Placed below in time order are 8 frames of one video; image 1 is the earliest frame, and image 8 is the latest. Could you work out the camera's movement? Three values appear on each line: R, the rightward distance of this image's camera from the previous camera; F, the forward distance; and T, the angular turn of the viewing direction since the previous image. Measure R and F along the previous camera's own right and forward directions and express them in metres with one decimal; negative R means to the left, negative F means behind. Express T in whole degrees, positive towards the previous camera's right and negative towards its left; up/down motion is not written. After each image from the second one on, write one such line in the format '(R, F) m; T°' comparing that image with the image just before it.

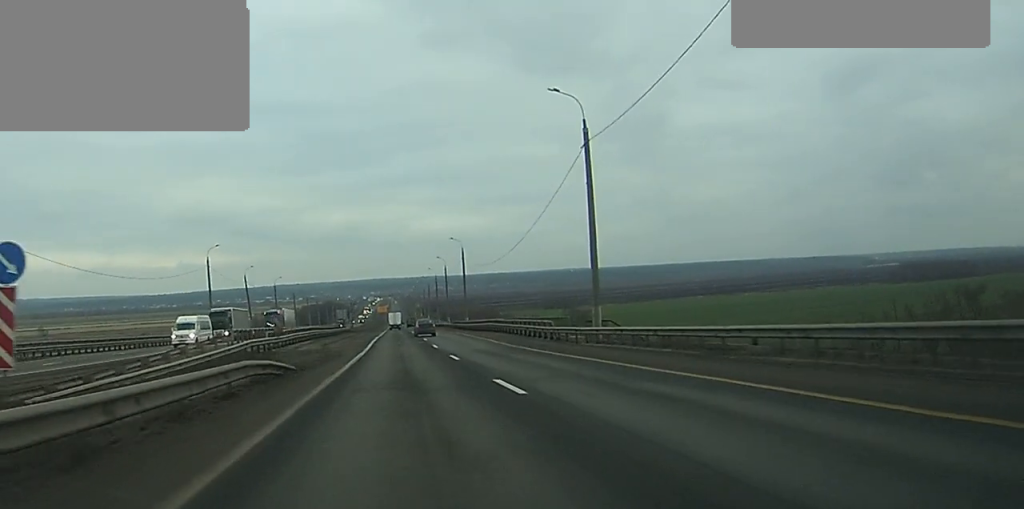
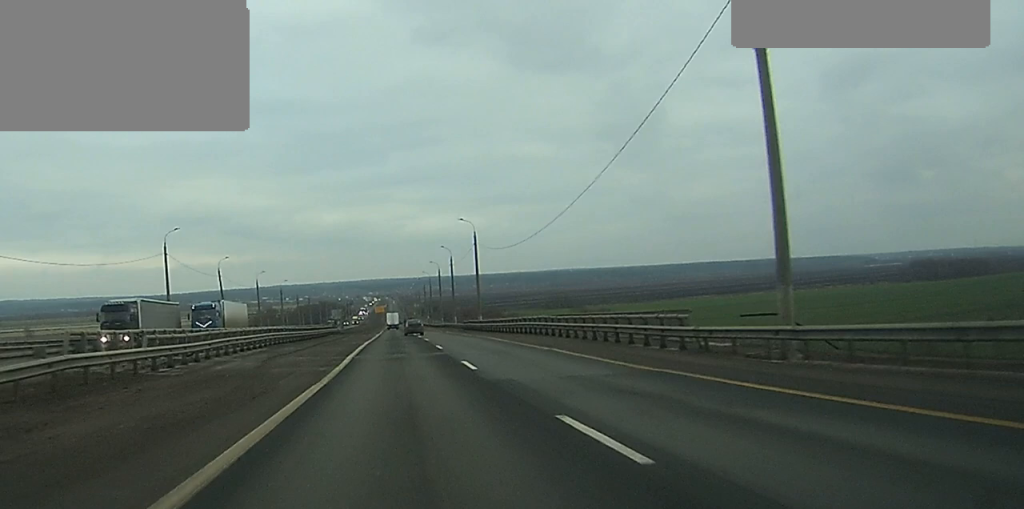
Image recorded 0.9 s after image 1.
(-0.1, +23.8) m; 0°
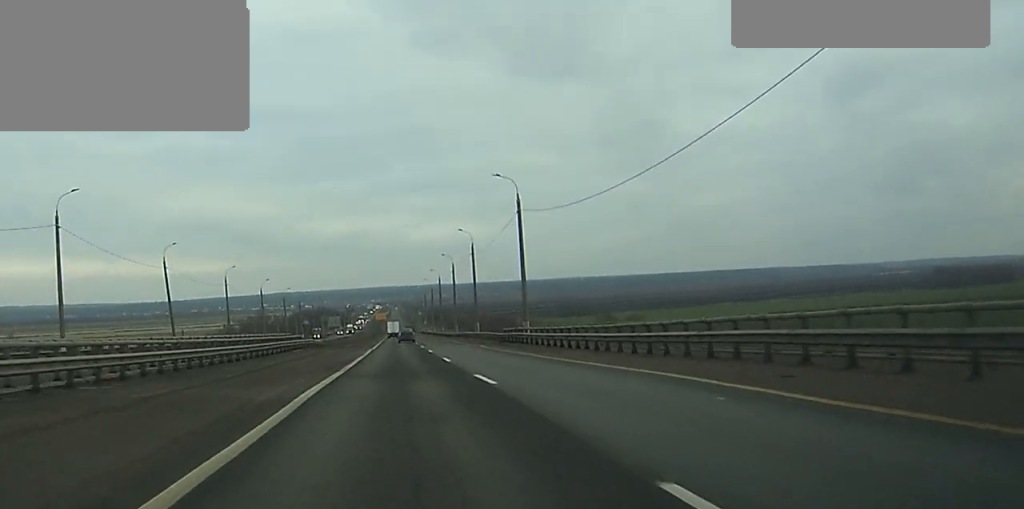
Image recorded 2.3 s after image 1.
(-0.1, +36.5) m; 0°
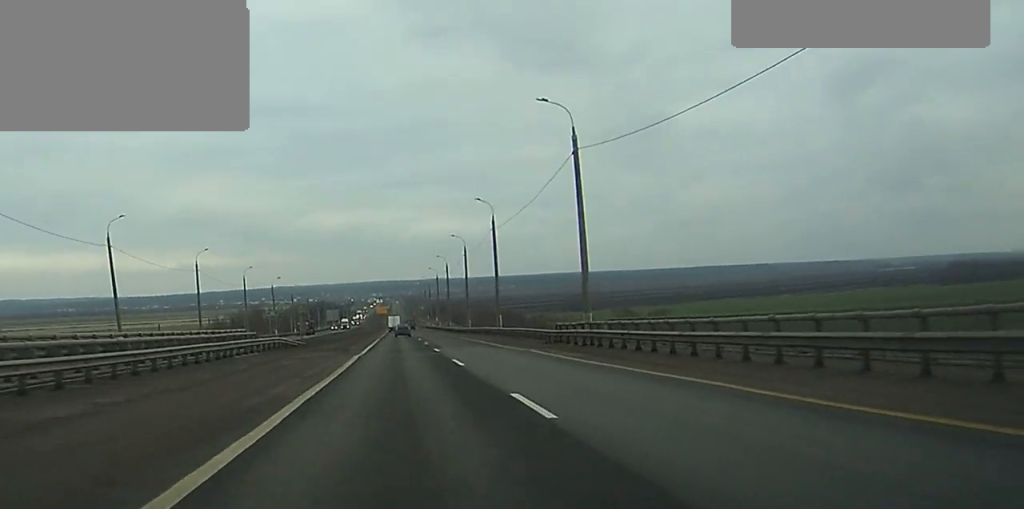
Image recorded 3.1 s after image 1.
(0.0, +22.5) m; 0°
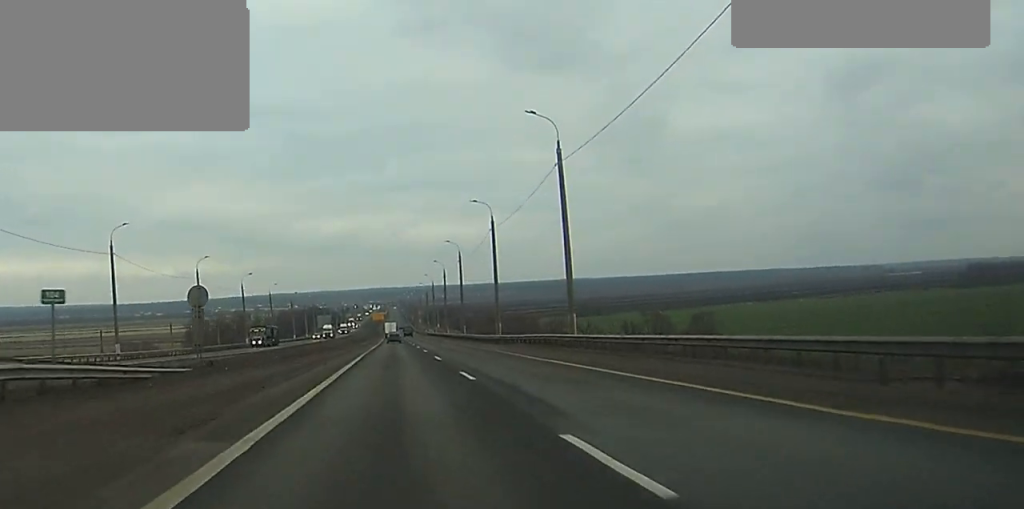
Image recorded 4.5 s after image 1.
(+0.2, +37.4) m; 0°
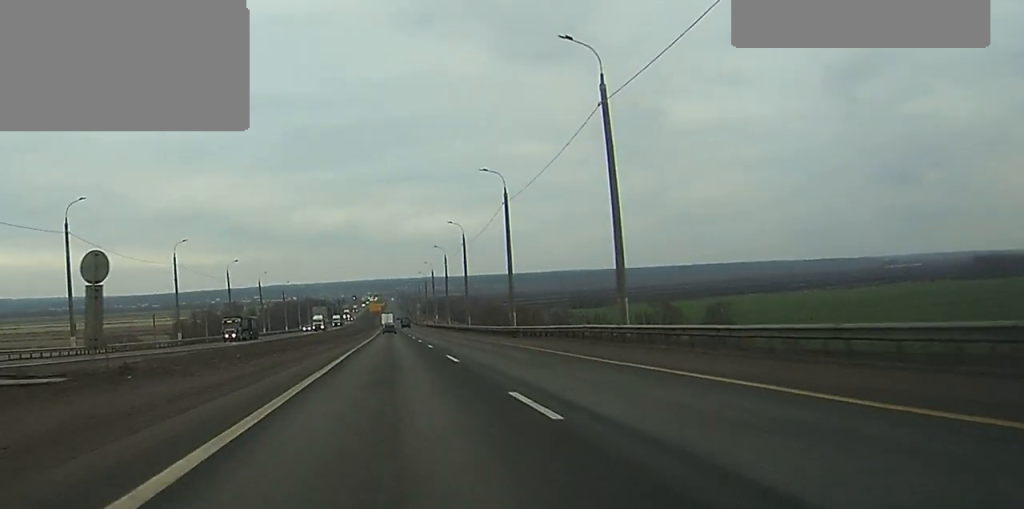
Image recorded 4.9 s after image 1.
(0.0, +11.9) m; 0°
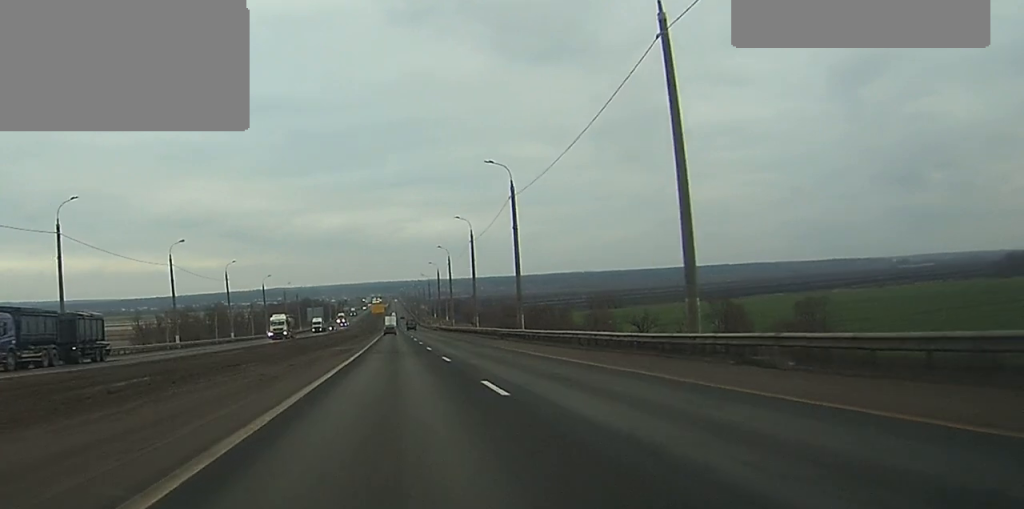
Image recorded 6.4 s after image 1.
(-0.2, +42.8) m; 0°
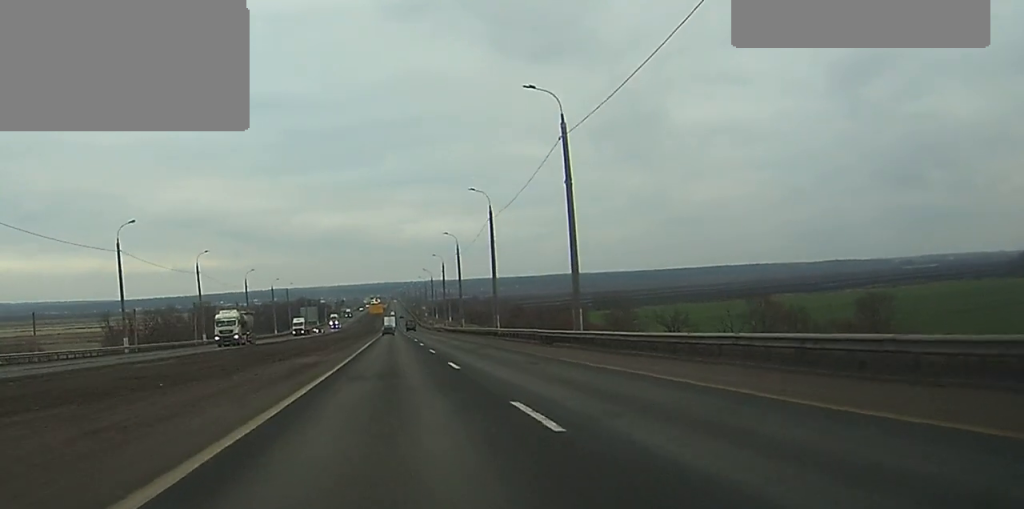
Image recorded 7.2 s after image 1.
(0.0, +21.6) m; 0°
